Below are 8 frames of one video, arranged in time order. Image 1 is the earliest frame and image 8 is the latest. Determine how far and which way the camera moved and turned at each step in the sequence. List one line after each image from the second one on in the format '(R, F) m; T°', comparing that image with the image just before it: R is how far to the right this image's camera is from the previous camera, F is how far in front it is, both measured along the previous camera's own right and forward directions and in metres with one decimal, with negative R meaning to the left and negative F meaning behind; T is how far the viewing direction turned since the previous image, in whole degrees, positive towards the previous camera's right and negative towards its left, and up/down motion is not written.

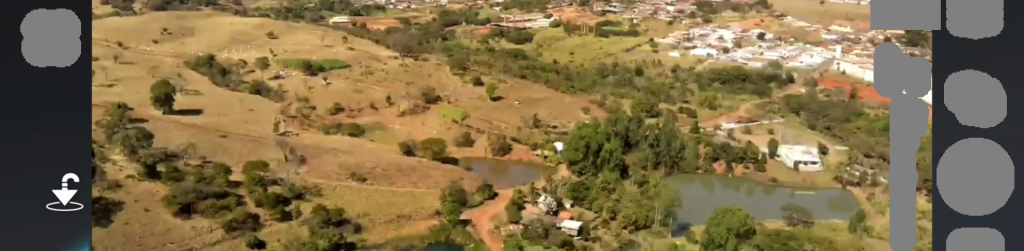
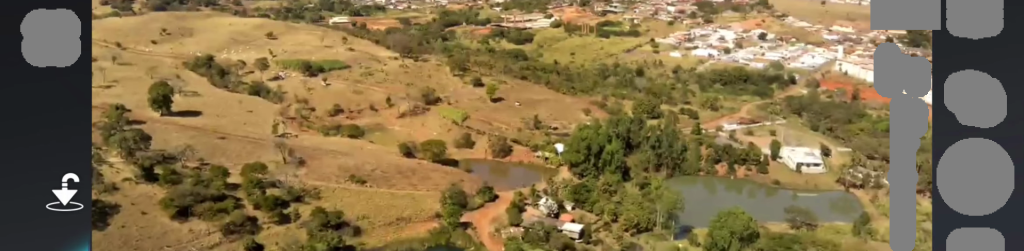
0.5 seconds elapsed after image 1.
(0.0, +3.2) m; 0°
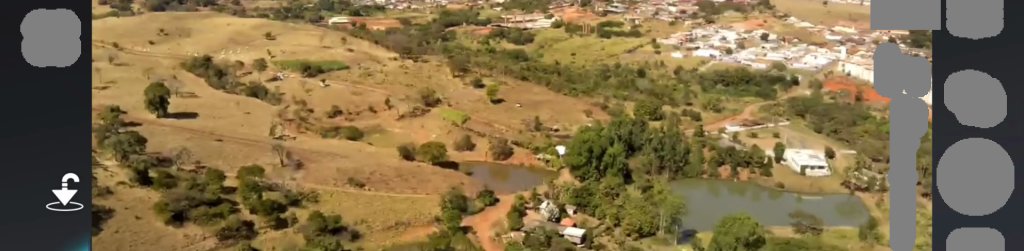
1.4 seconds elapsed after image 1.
(0.0, +5.6) m; 0°
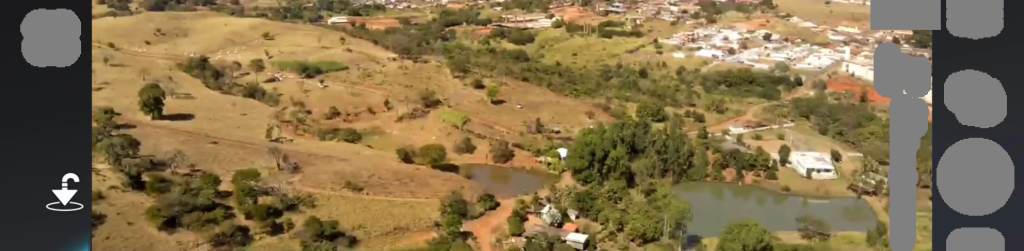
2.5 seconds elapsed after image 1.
(0.0, +6.7) m; -1°
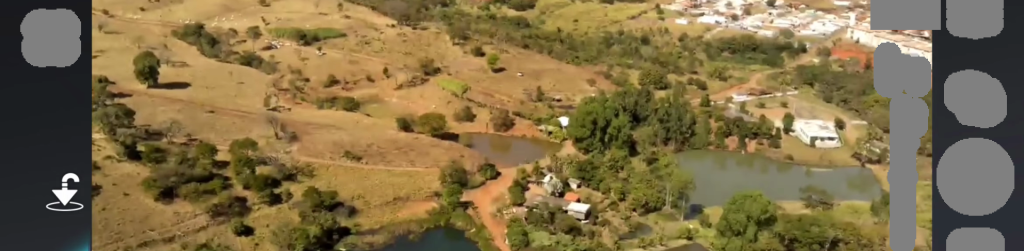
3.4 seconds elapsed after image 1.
(0.0, +5.6) m; 0°
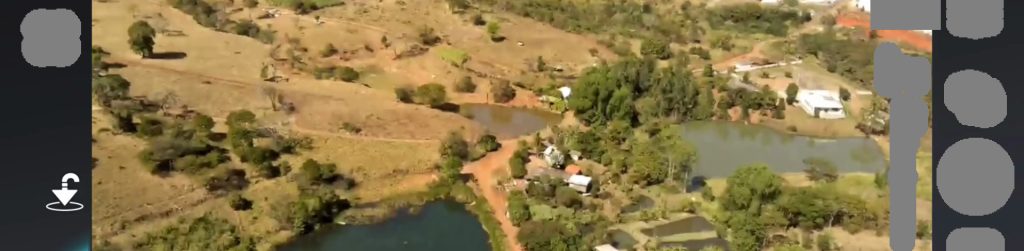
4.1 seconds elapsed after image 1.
(0.0, +3.8) m; 0°
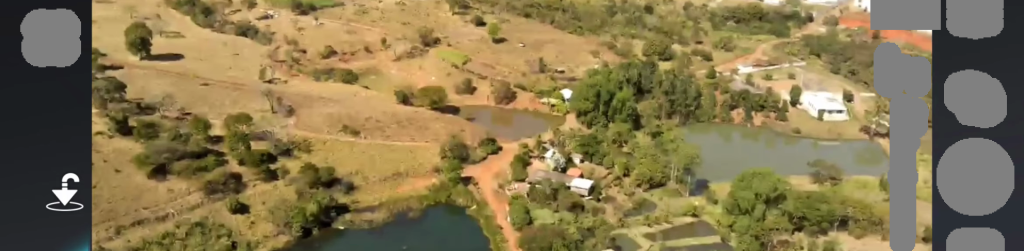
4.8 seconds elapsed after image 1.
(0.0, +4.3) m; 0°
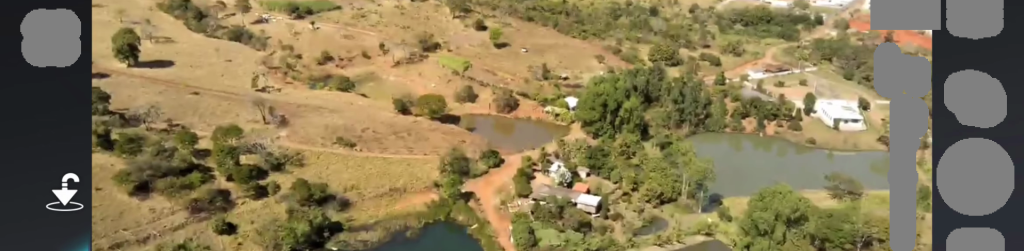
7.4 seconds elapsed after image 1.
(+0.2, +15.4) m; +1°
